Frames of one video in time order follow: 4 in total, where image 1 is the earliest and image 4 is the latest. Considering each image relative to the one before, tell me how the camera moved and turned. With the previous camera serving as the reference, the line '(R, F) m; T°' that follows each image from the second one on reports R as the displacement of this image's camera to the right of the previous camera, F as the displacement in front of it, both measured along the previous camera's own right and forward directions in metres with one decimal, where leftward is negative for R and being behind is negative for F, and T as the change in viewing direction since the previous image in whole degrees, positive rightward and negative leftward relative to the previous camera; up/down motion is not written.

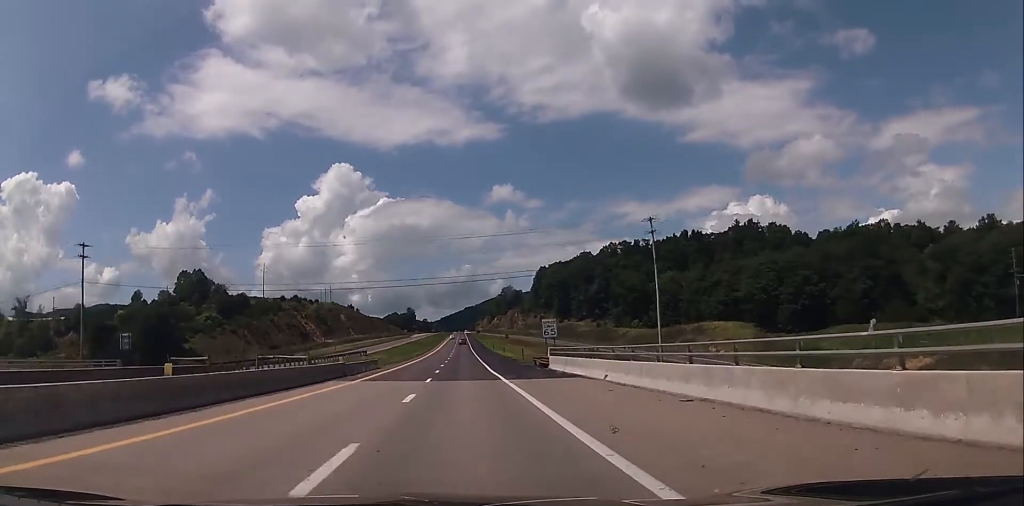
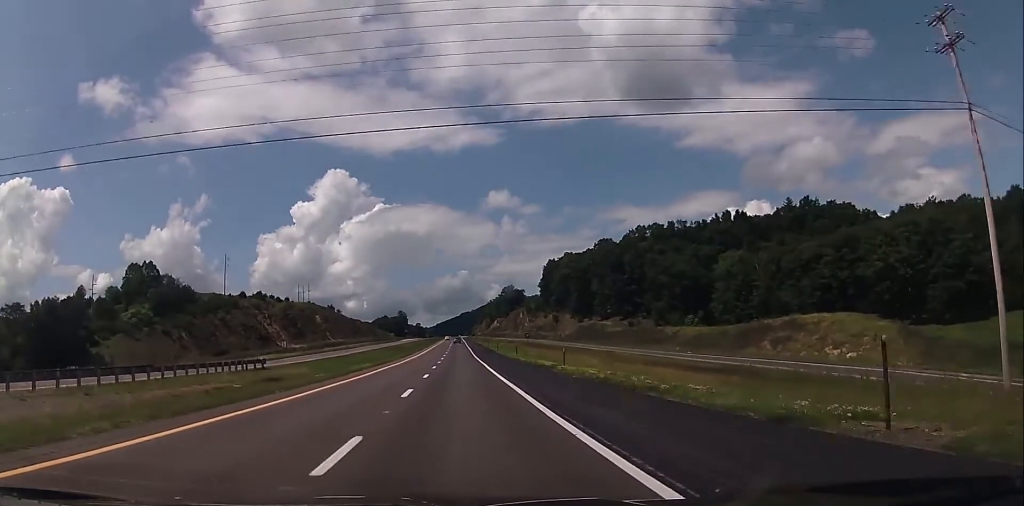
(0.0, +59.5) m; 0°
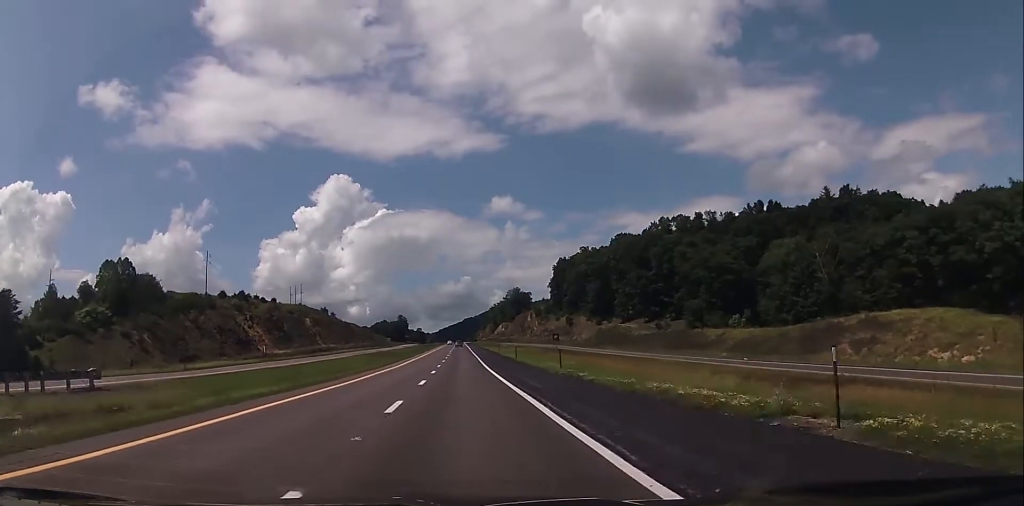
(+0.3, +28.6) m; 0°
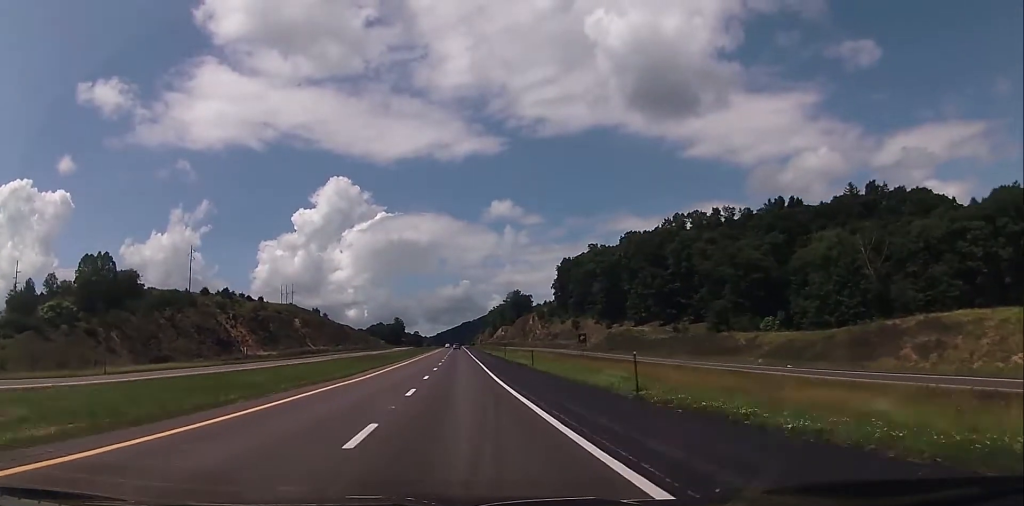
(0.0, +17.6) m; 0°
